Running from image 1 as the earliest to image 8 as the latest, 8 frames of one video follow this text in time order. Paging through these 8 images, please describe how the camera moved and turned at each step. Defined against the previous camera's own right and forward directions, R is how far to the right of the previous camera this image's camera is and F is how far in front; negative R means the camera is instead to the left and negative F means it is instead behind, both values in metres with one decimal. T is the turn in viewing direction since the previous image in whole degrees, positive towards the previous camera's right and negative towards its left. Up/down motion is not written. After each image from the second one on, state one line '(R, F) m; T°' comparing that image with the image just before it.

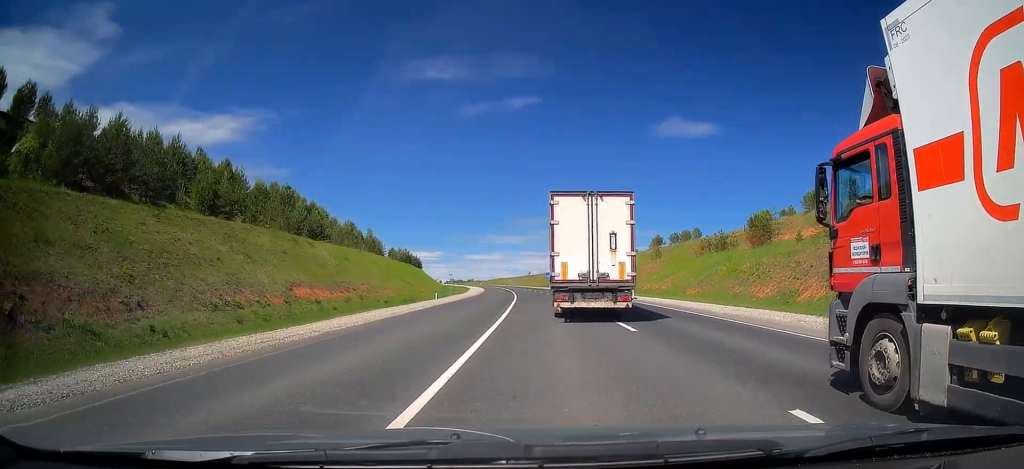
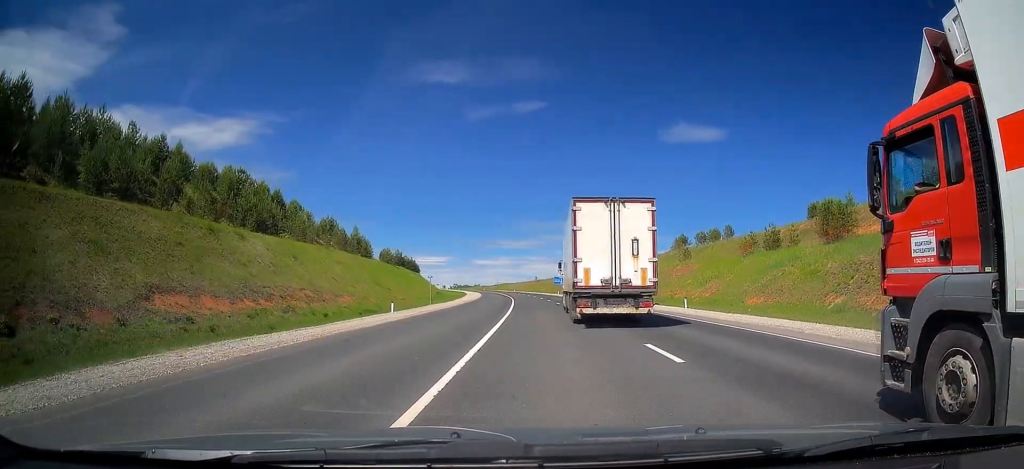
(-0.1, +17.1) m; -1°
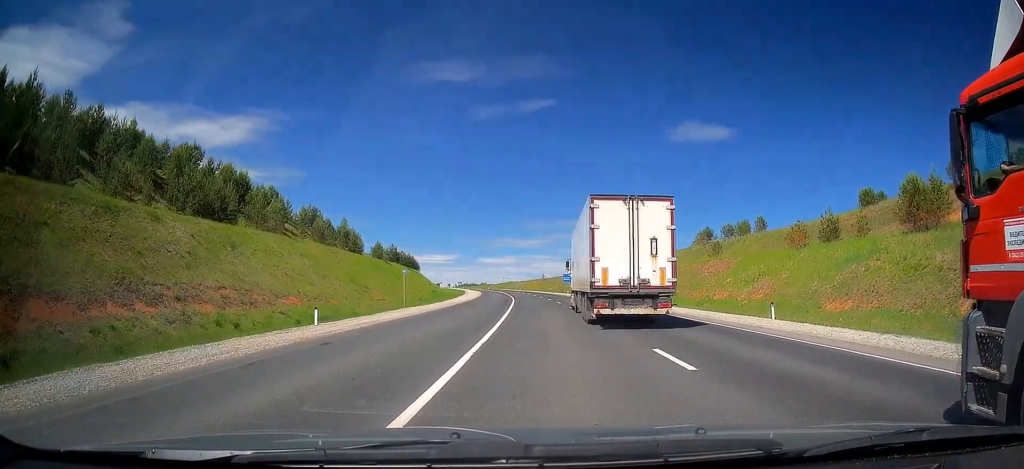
(-0.1, +12.6) m; 0°
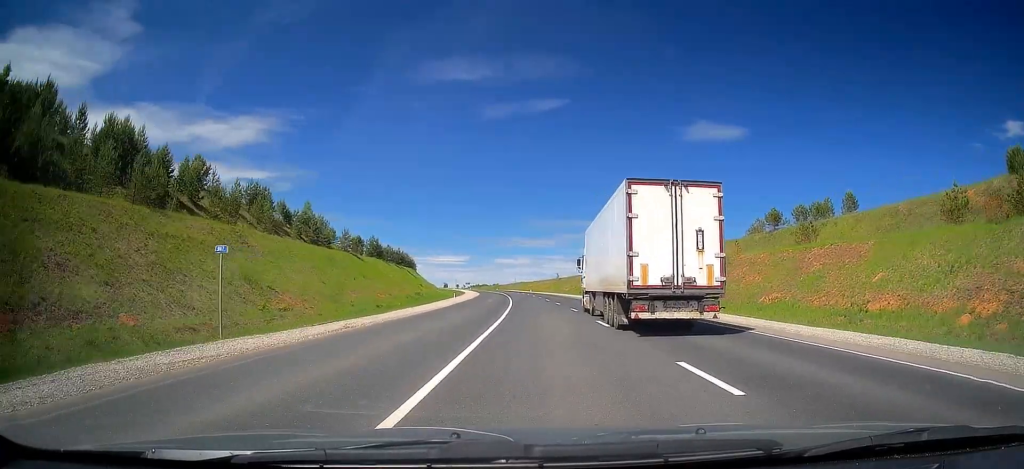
(-0.1, +25.3) m; -1°
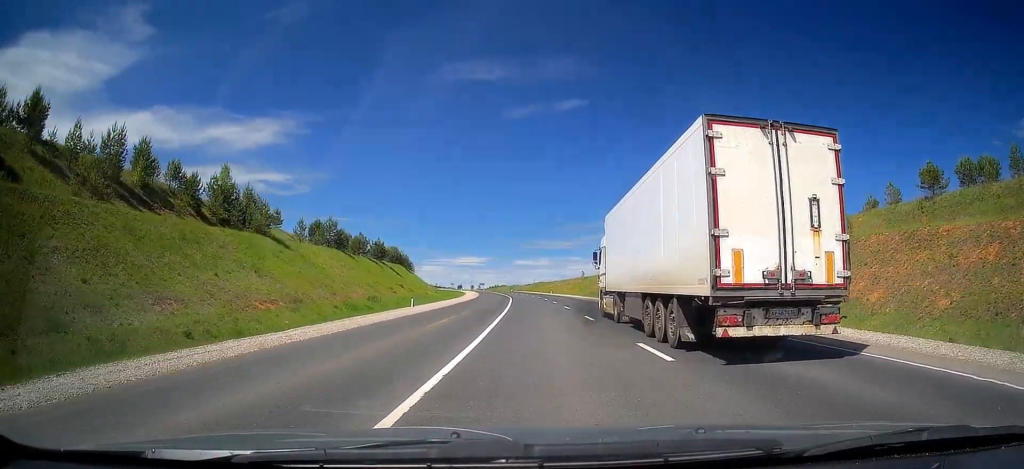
(-0.6, +31.7) m; -2°
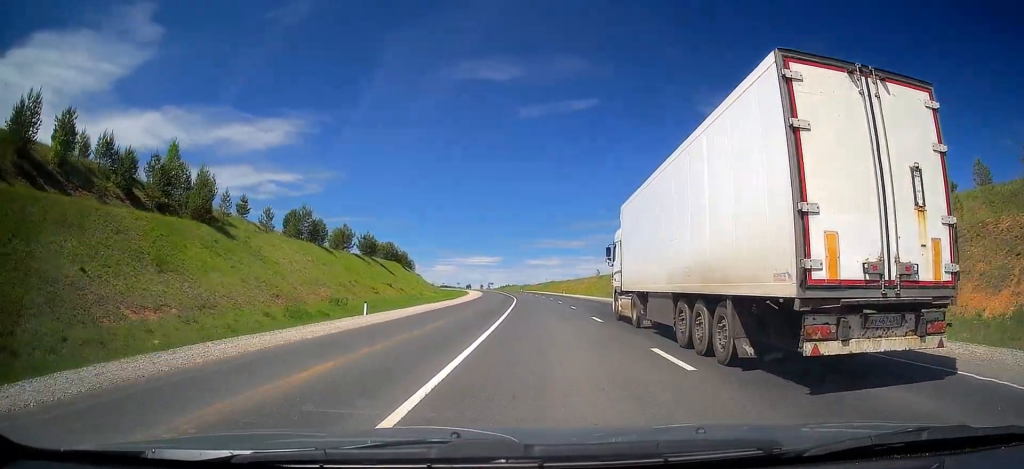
(-0.1, +12.8) m; -1°
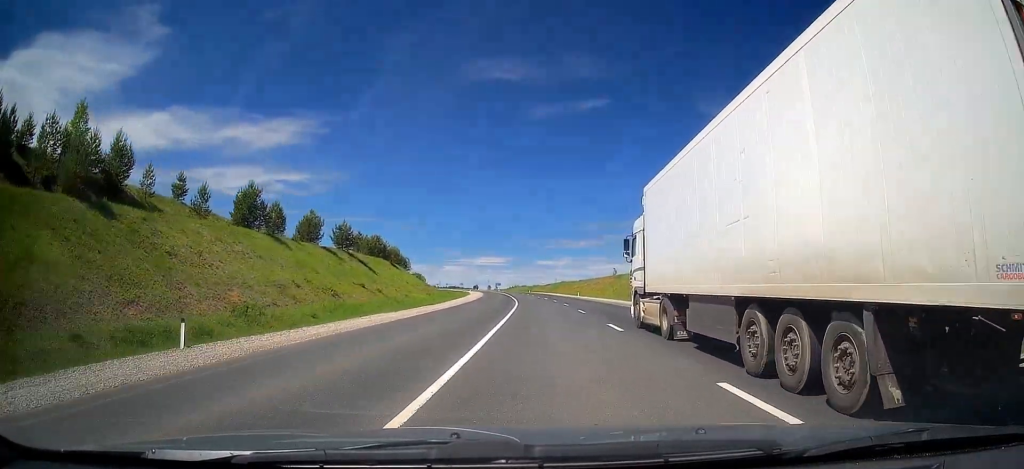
(-0.1, +15.4) m; -1°
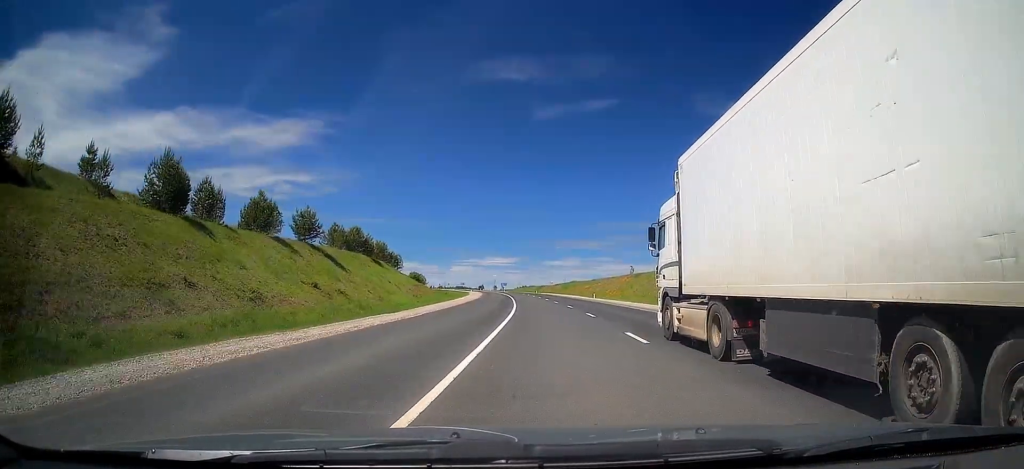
(0.0, +15.1) m; -2°
